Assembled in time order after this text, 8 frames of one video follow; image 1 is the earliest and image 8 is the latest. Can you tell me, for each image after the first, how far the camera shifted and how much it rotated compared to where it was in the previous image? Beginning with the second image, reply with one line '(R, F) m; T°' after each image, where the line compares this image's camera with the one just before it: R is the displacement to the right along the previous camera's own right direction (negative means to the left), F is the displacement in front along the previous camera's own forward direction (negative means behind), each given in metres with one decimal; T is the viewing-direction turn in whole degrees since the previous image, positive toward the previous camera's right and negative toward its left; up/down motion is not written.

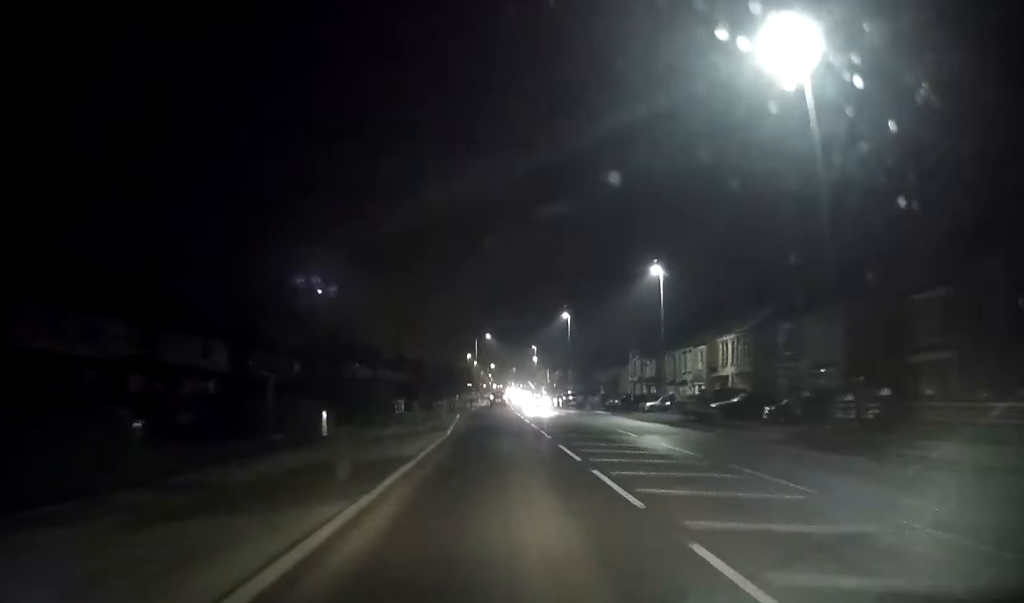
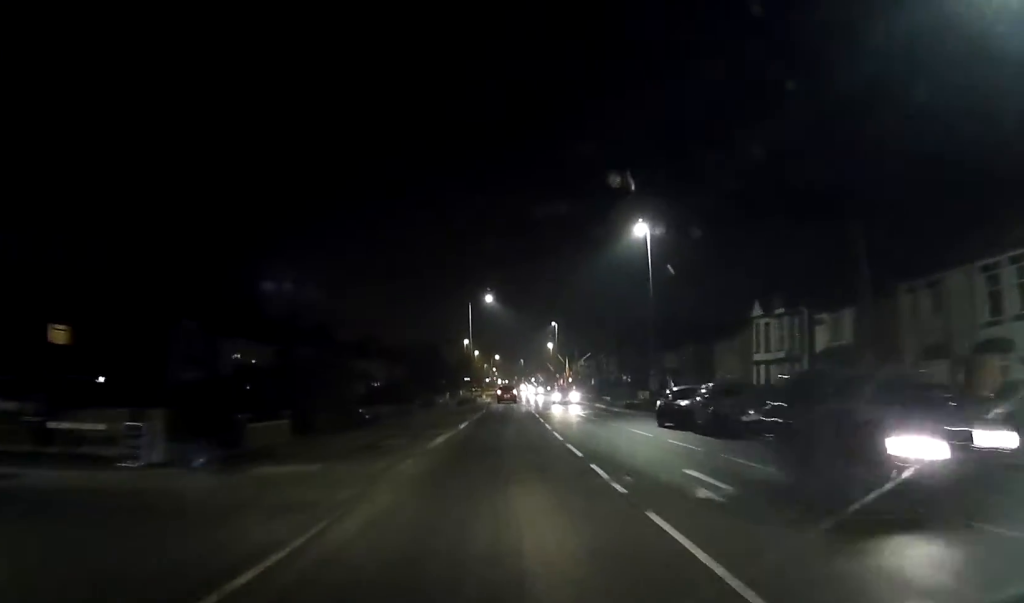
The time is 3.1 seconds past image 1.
(-0.4, +47.7) m; 0°
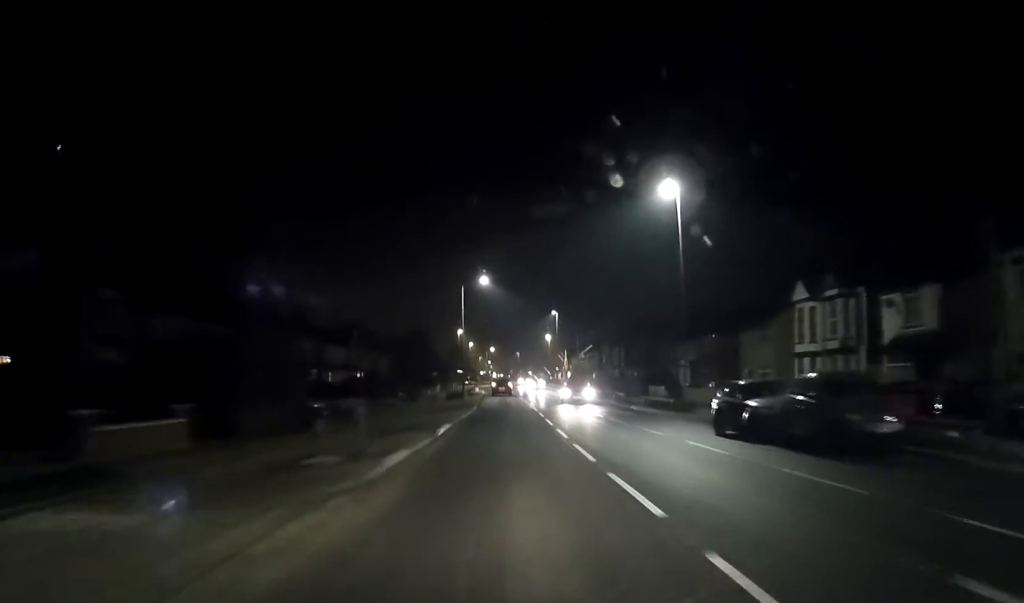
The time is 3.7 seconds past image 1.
(0.0, +8.4) m; 0°
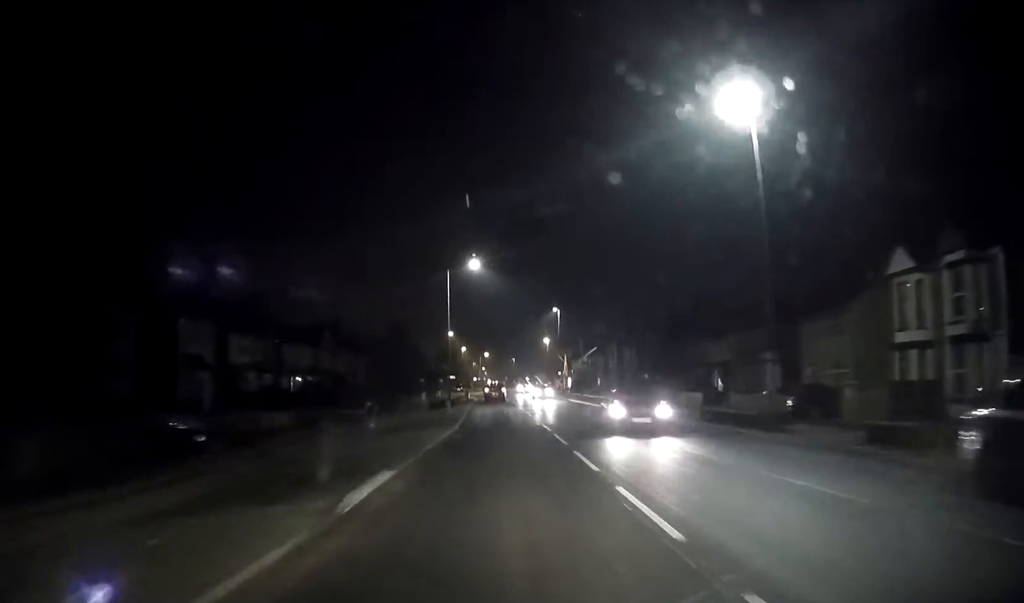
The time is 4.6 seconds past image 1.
(+0.1, +12.8) m; 0°
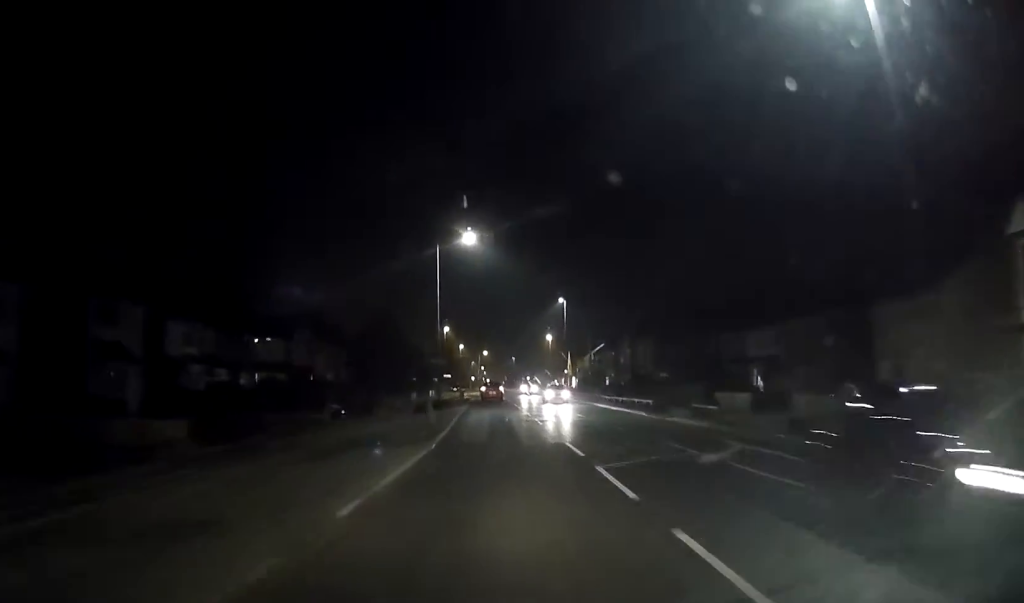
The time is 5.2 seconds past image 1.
(0.0, +9.7) m; 0°
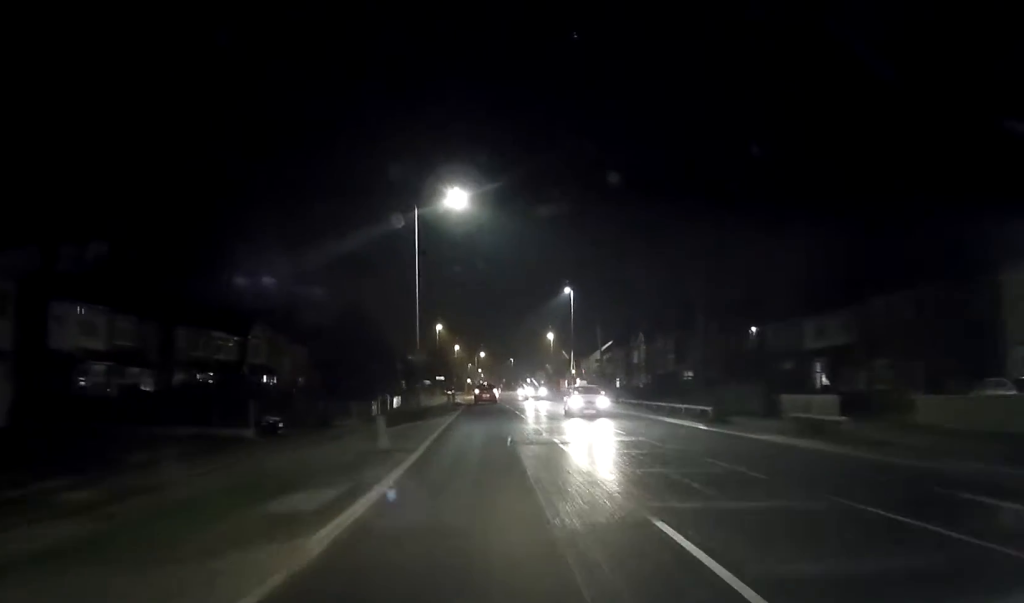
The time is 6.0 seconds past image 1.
(0.0, +11.0) m; 0°
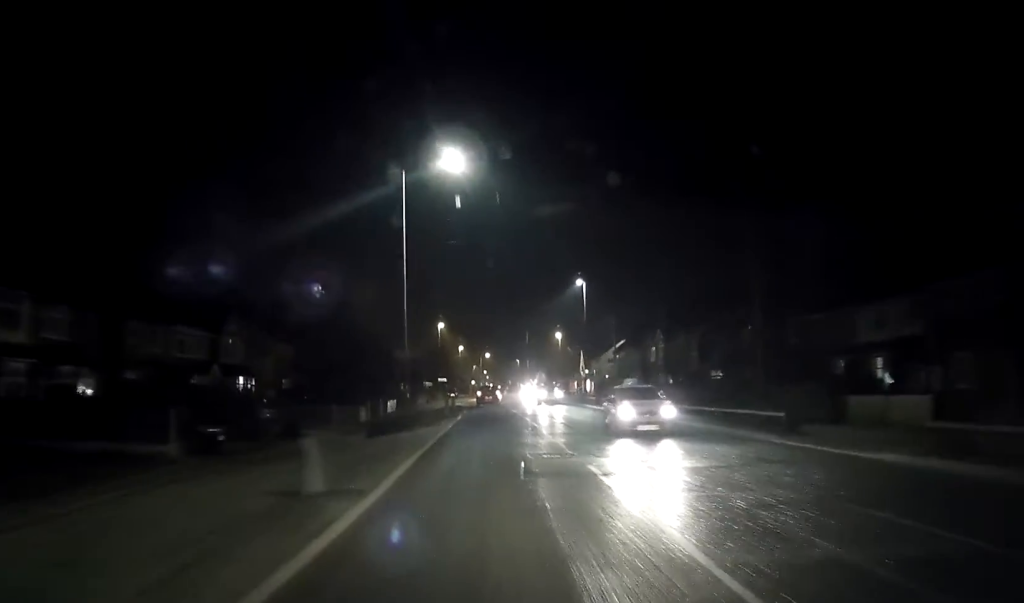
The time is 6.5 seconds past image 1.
(0.0, +6.7) m; 0°
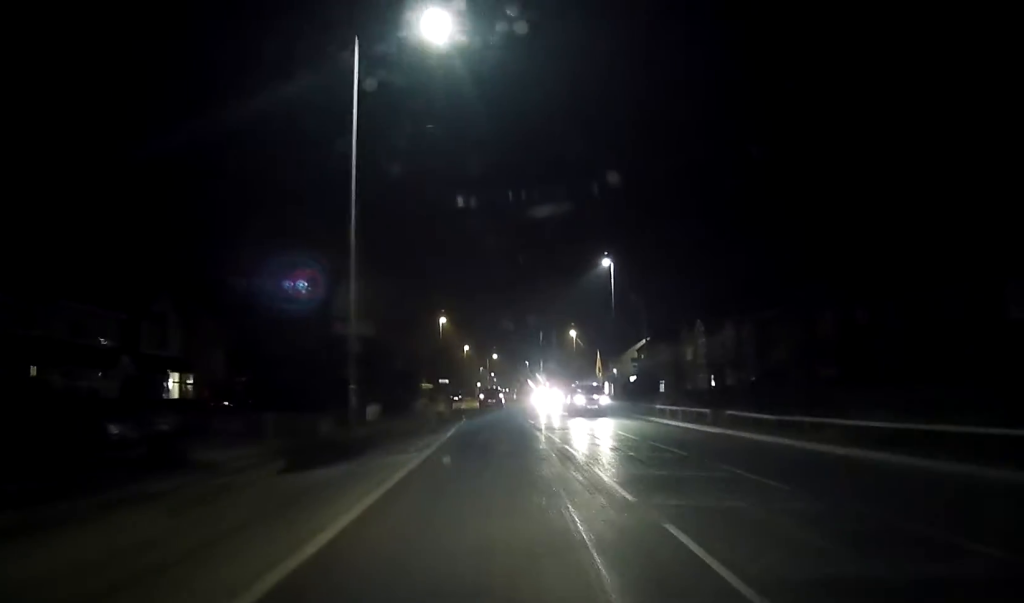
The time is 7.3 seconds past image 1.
(0.0, +12.4) m; 0°
